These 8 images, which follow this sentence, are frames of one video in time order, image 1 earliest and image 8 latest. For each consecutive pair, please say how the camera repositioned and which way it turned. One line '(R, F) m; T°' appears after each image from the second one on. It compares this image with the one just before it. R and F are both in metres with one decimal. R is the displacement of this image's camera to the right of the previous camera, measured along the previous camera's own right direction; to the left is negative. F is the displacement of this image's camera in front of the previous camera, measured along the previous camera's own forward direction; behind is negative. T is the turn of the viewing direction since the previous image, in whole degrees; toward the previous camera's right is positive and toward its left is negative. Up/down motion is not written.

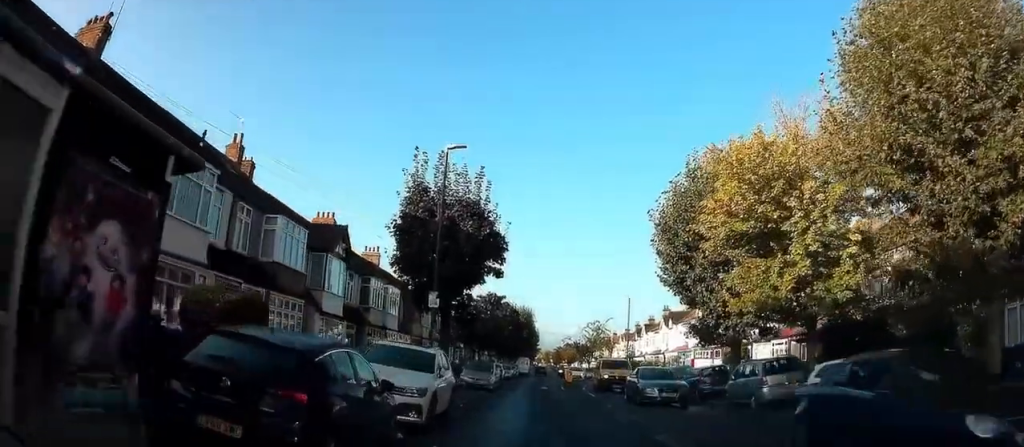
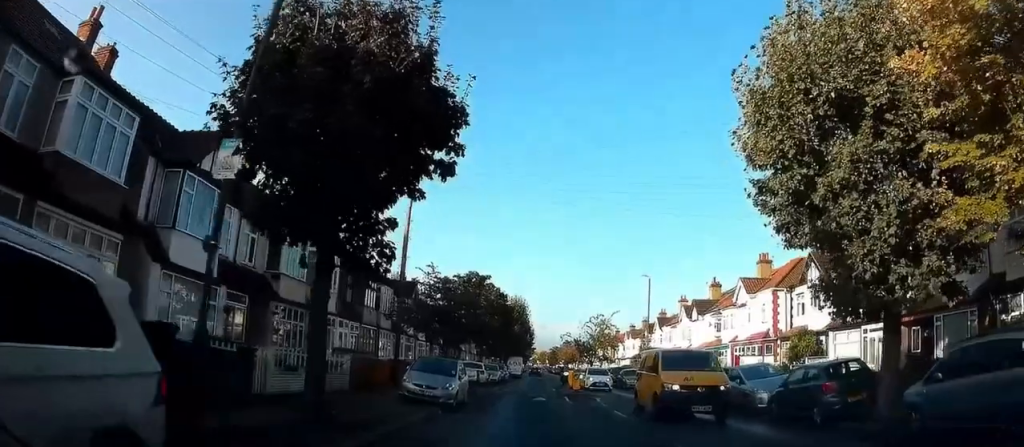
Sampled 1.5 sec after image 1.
(0.0, +9.1) m; 0°
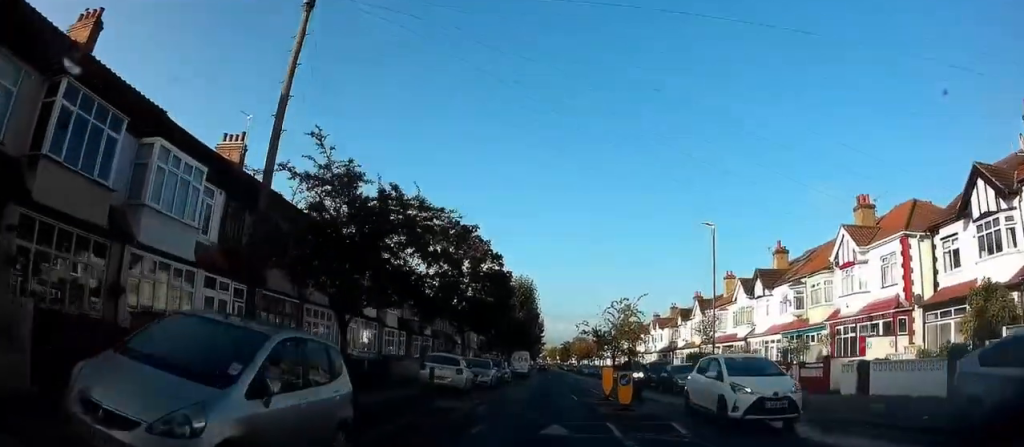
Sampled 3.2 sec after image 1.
(-0.1, +13.9) m; 0°
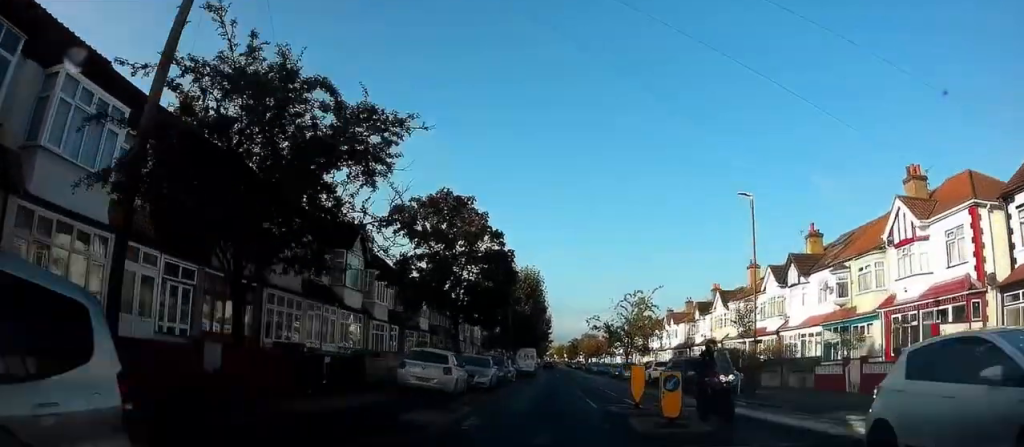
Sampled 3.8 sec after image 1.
(0.0, +4.5) m; +1°
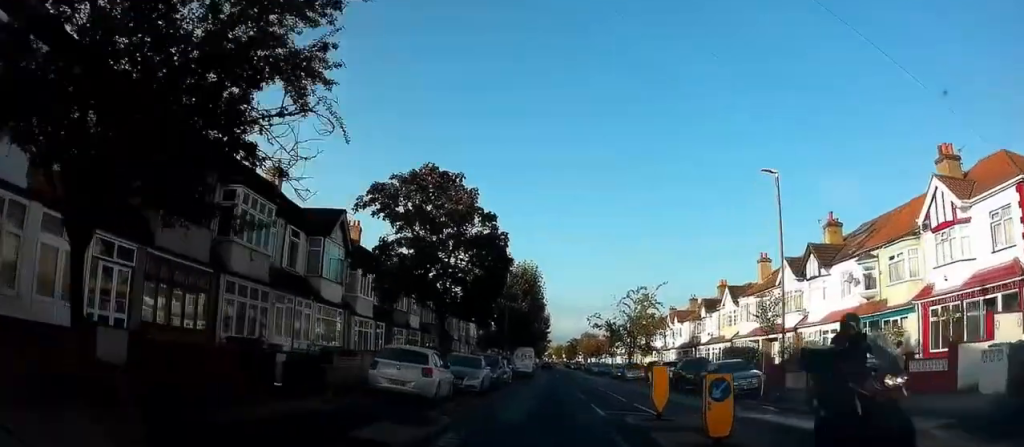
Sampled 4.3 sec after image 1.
(0.0, +3.1) m; +1°
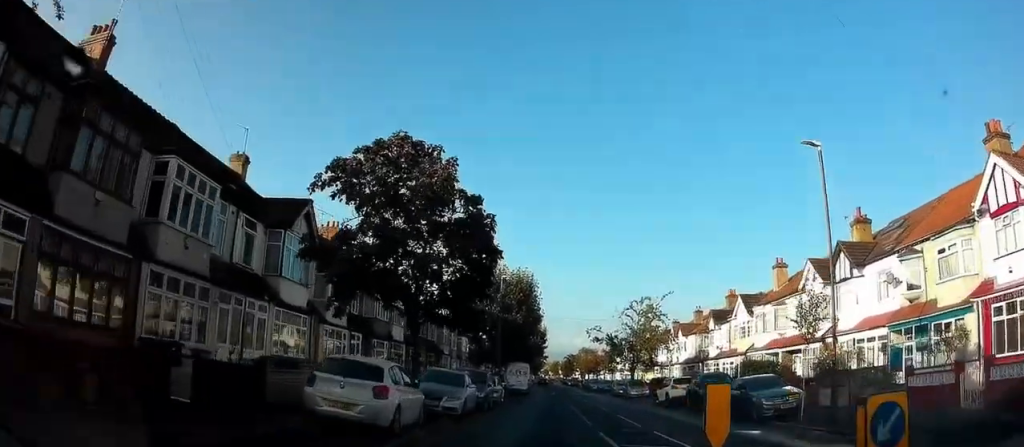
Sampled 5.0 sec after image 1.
(+0.1, +4.2) m; 0°
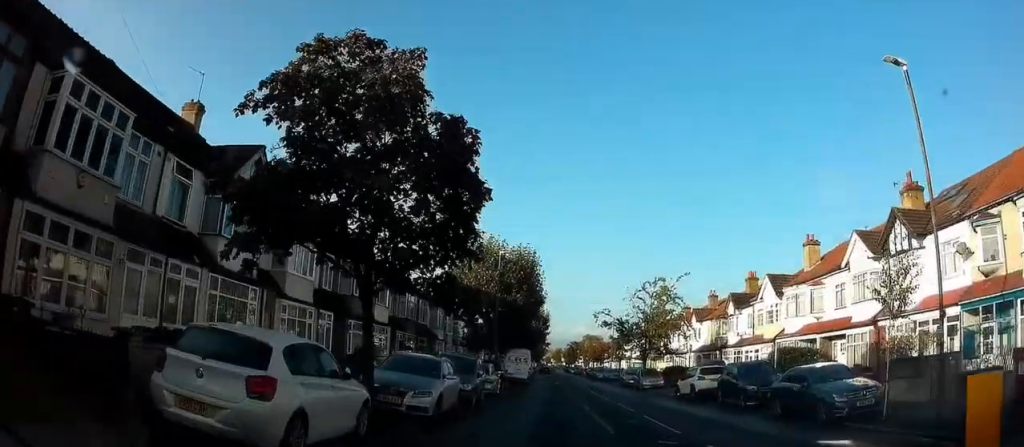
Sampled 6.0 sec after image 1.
(-0.1, +5.0) m; -2°
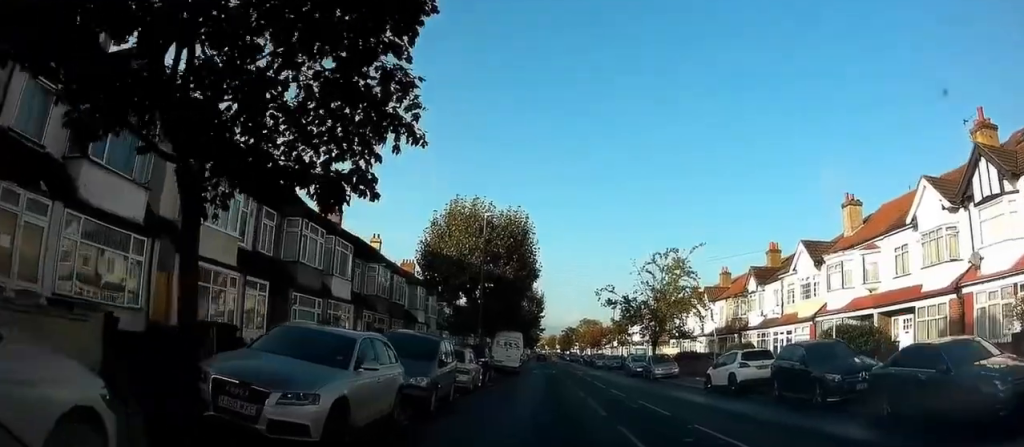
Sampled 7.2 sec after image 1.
(0.0, +6.7) m; 0°
